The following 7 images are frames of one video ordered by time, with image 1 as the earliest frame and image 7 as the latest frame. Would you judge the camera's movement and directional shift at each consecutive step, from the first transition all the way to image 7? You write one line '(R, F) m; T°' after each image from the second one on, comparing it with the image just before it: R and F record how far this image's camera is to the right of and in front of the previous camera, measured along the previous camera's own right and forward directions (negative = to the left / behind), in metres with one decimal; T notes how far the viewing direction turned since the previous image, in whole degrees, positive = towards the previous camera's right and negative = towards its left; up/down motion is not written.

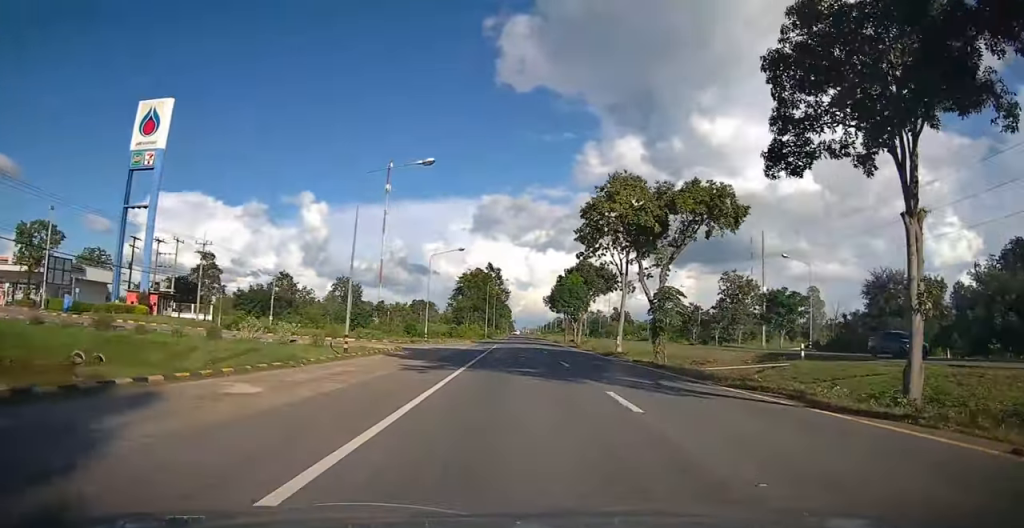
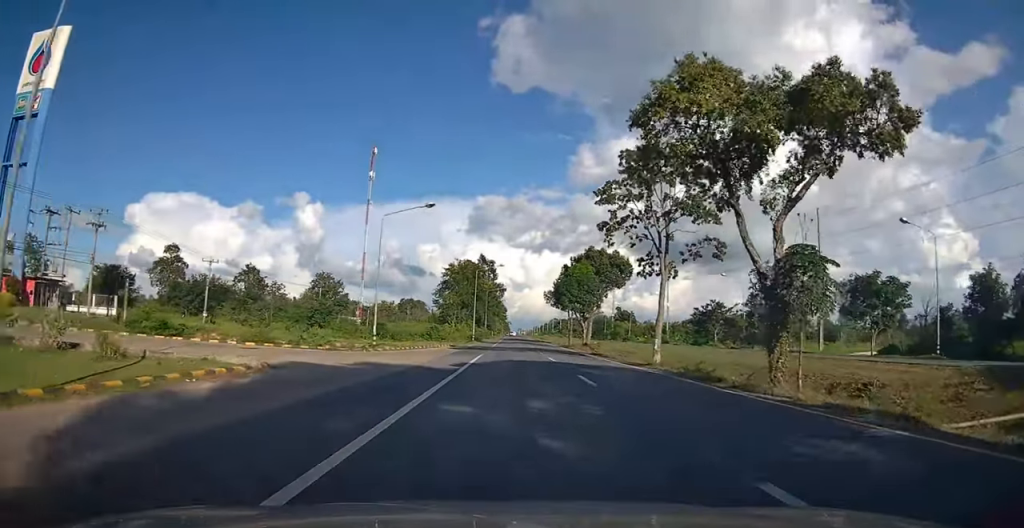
(-0.1, +18.9) m; 0°
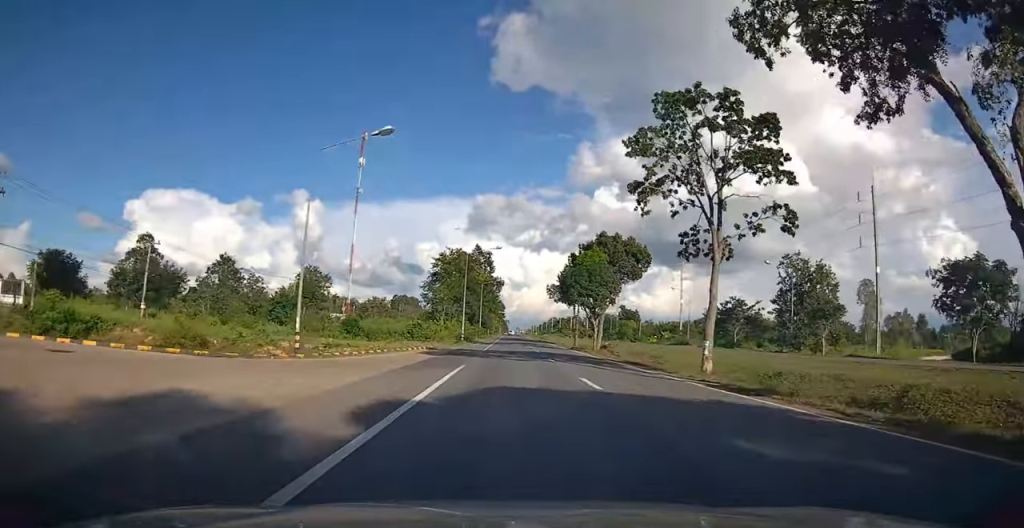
(+0.1, +12.8) m; +1°
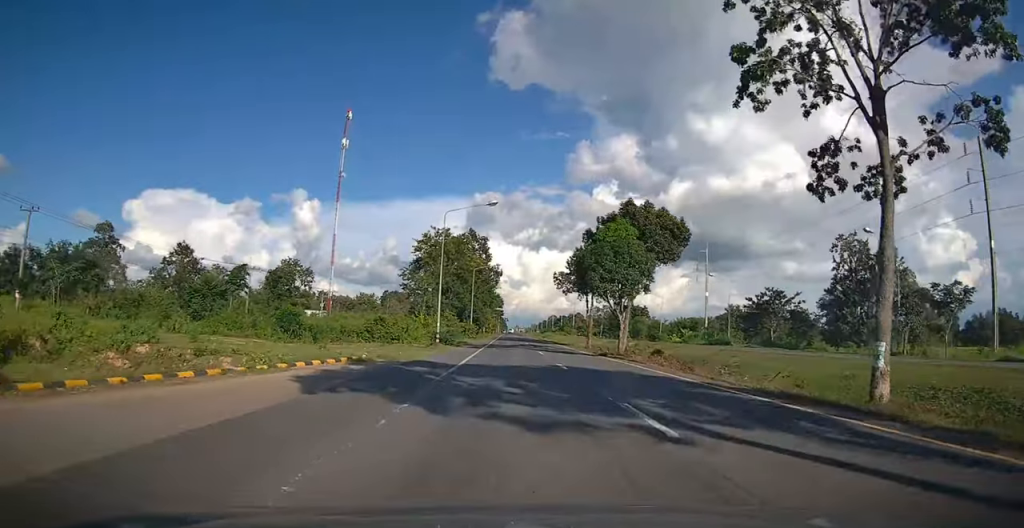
(+0.1, +17.7) m; 0°
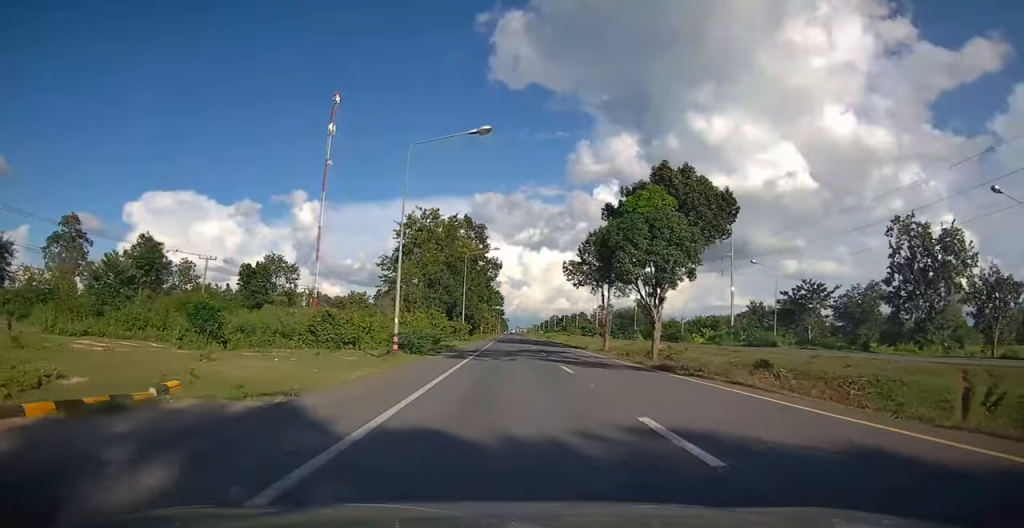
(0.0, +13.1) m; 0°
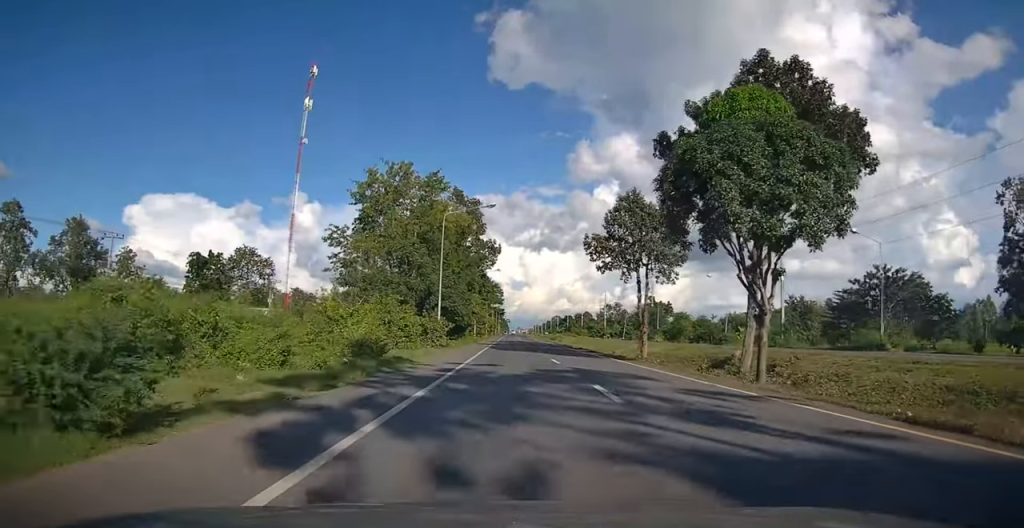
(0.0, +19.0) m; 0°
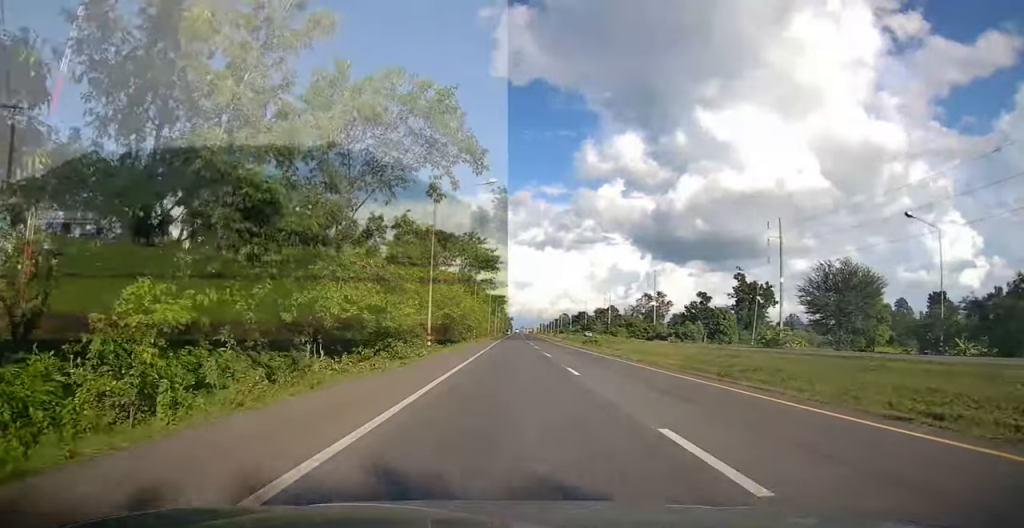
(0.0, +76.9) m; 0°
